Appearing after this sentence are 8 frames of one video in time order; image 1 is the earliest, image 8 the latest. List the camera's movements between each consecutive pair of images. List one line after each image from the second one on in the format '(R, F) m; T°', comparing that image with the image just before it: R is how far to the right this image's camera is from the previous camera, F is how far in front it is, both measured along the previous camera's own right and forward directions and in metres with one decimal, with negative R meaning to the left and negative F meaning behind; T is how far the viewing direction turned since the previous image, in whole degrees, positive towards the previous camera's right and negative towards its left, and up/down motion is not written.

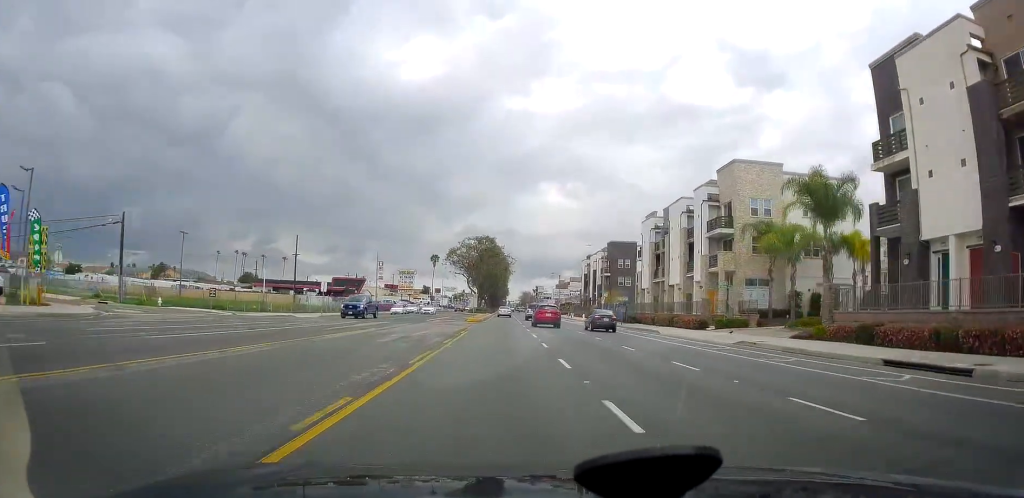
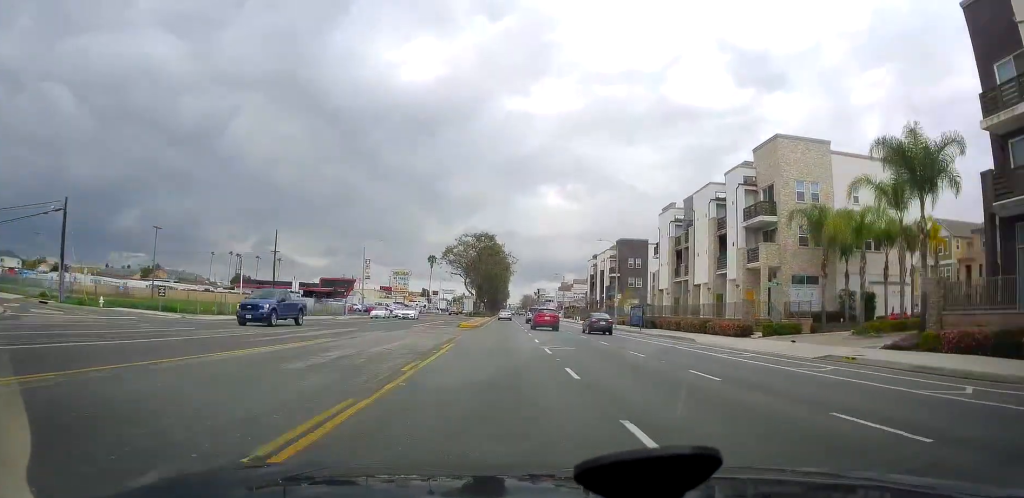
(0.0, +8.7) m; 0°
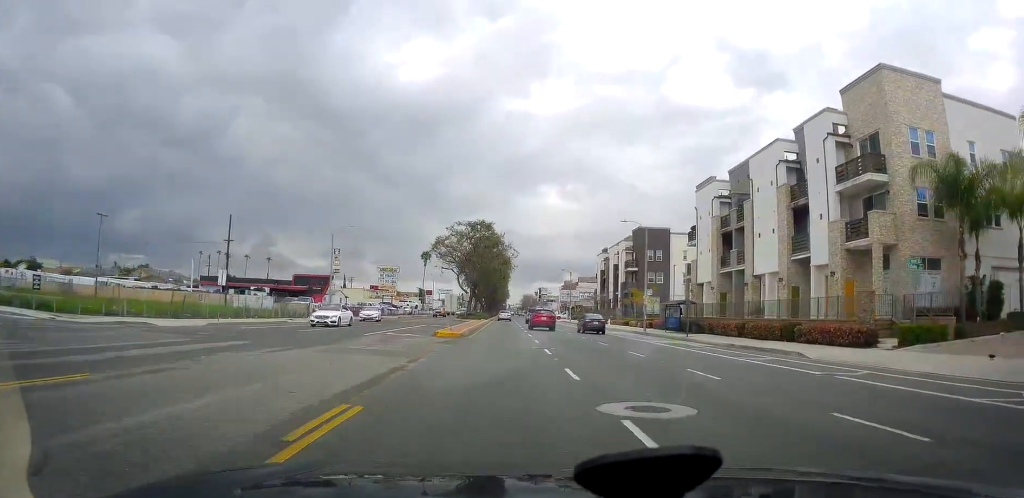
(0.0, +14.3) m; 0°
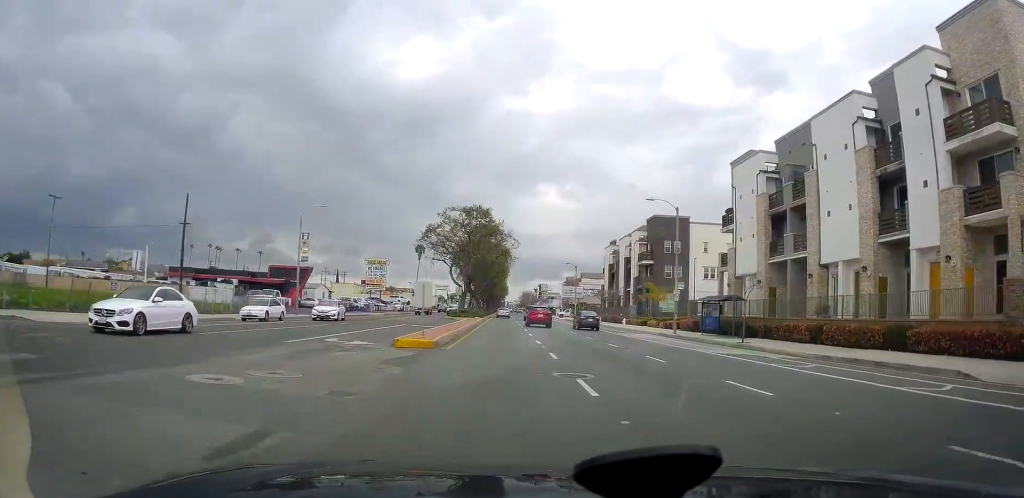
(0.0, +10.0) m; 0°
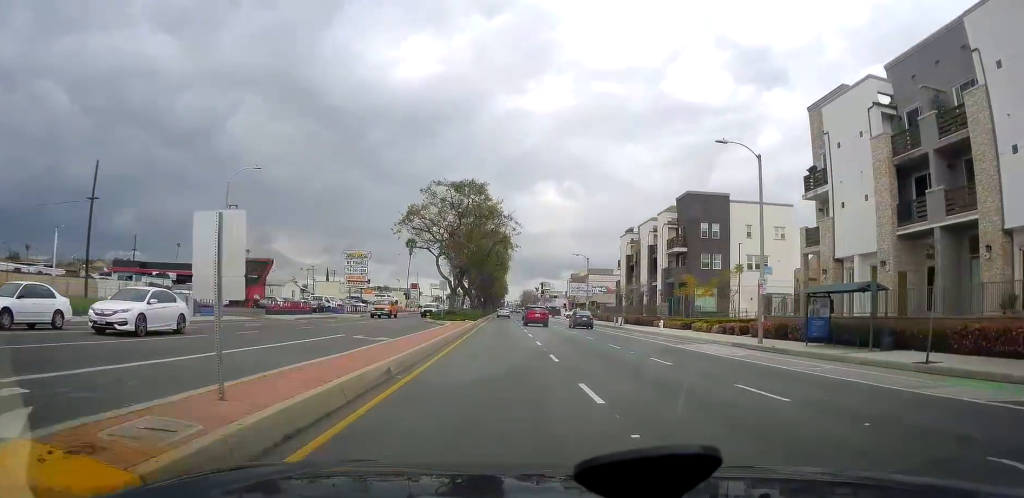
(0.0, +15.0) m; 0°
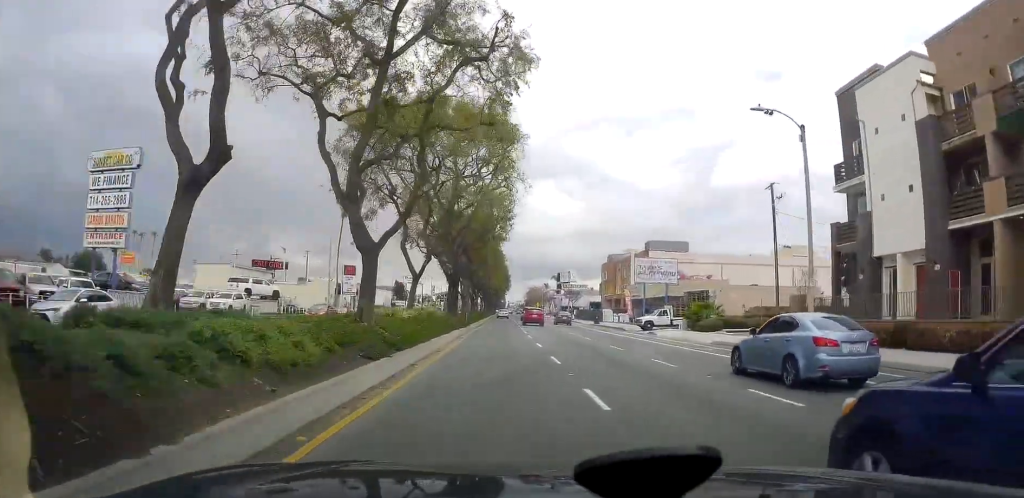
(0.0, +64.4) m; 0°
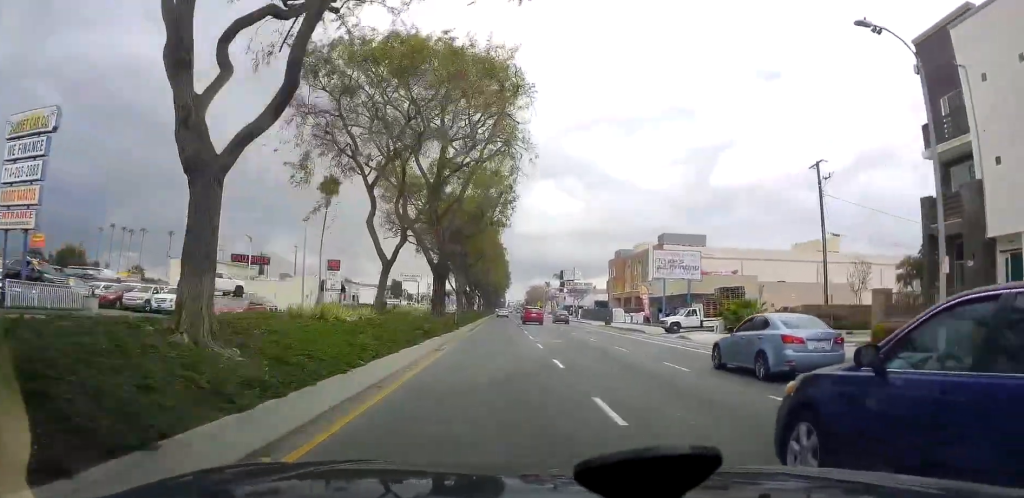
(0.0, +8.3) m; 0°
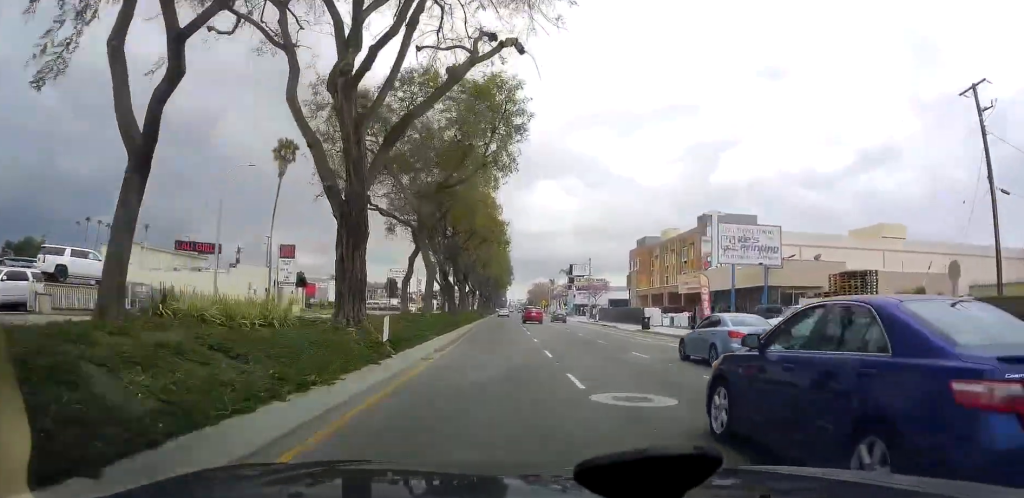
(0.0, +17.7) m; 0°
